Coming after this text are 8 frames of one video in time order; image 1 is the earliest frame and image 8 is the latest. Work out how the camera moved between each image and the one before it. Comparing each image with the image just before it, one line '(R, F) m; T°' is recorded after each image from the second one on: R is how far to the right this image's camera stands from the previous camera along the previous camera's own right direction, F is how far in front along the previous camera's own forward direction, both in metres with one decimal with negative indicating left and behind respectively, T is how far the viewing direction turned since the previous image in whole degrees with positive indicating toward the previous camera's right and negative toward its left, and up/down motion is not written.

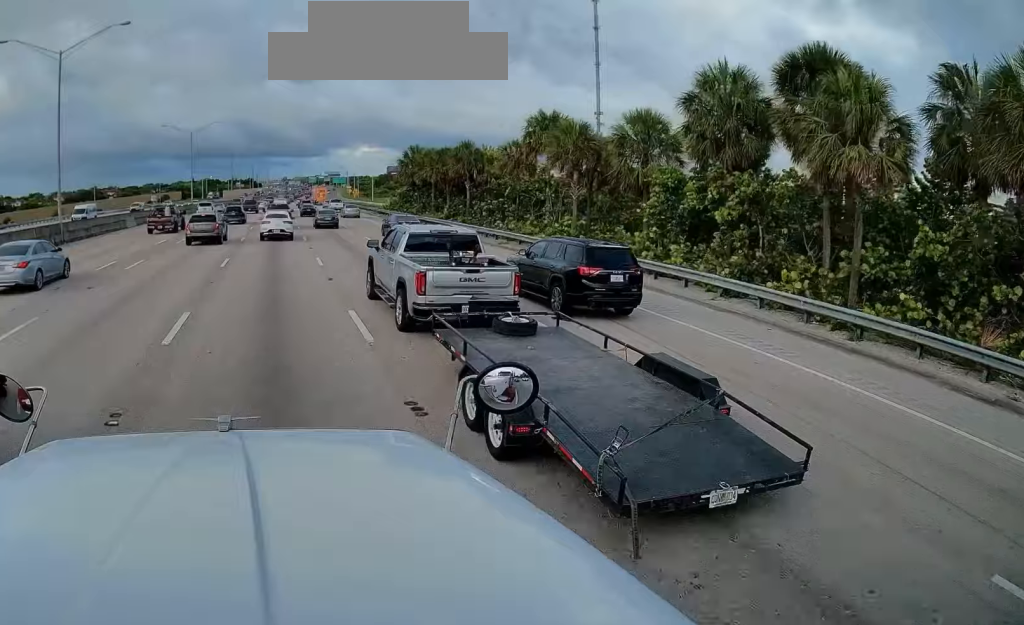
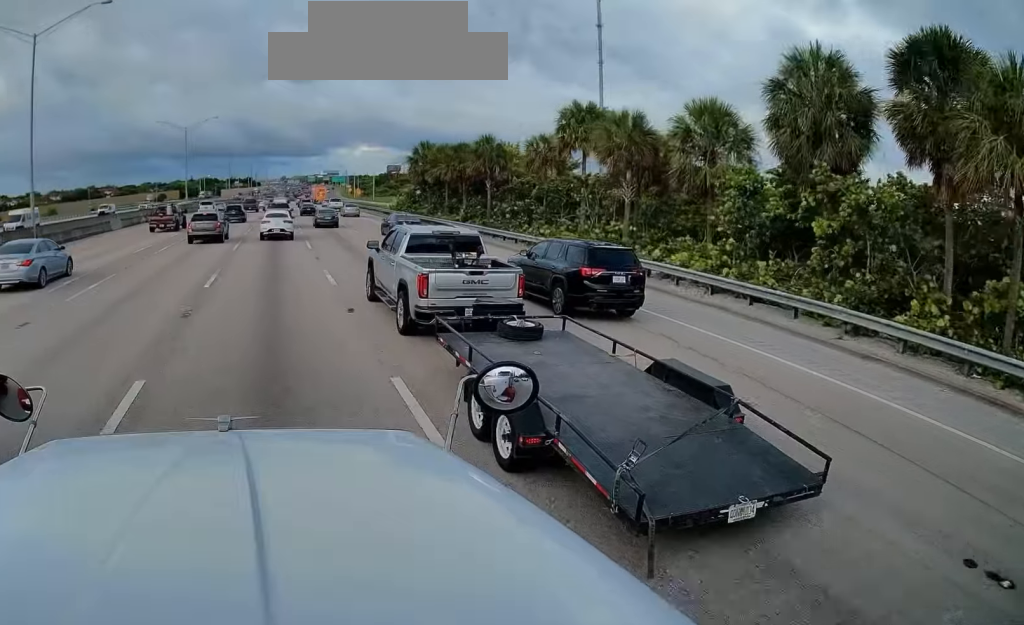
(-0.2, +5.2) m; 0°
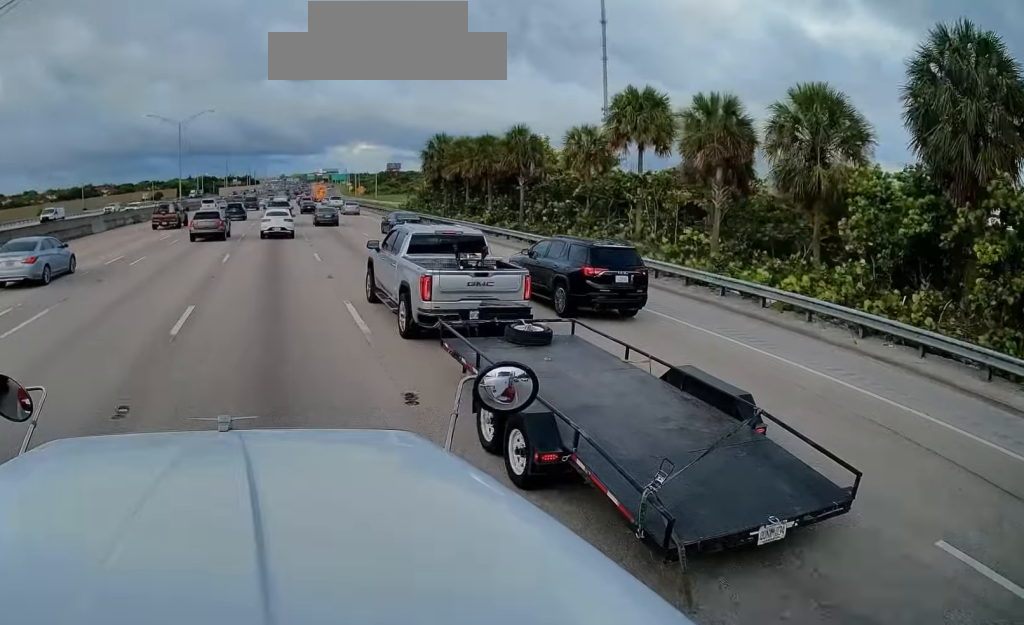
(+0.1, +6.3) m; 0°
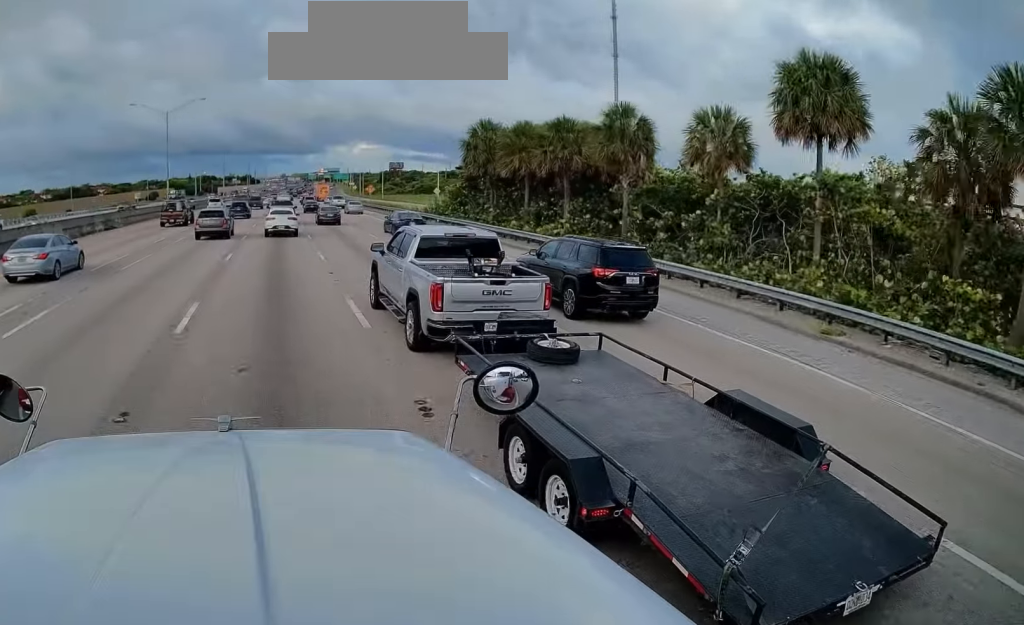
(-0.1, +12.2) m; -1°
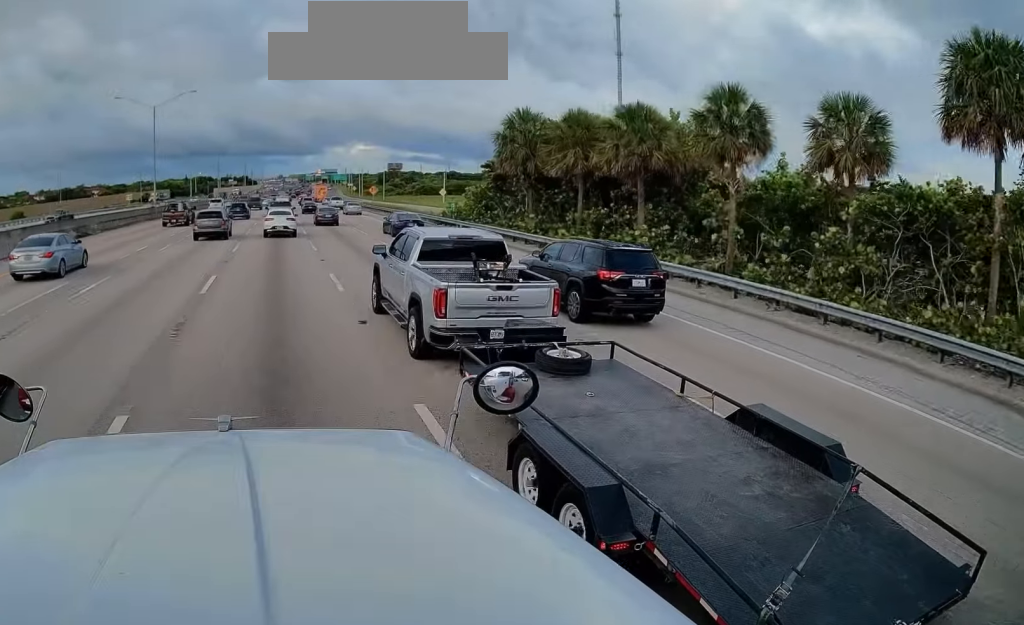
(-0.1, +7.2) m; -1°
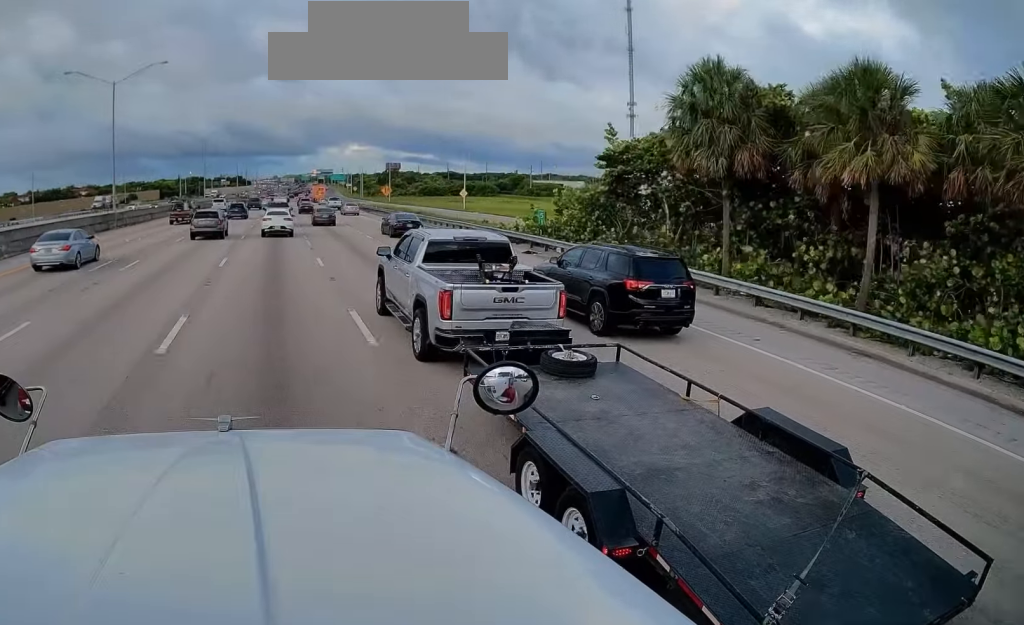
(0.0, +18.1) m; 0°
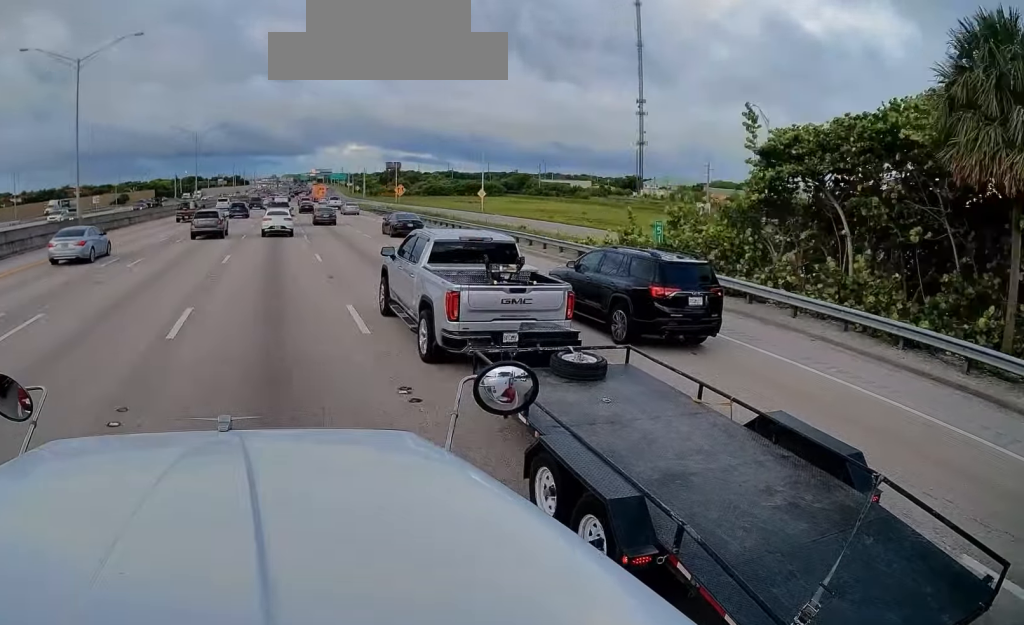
(0.0, +11.1) m; 0°
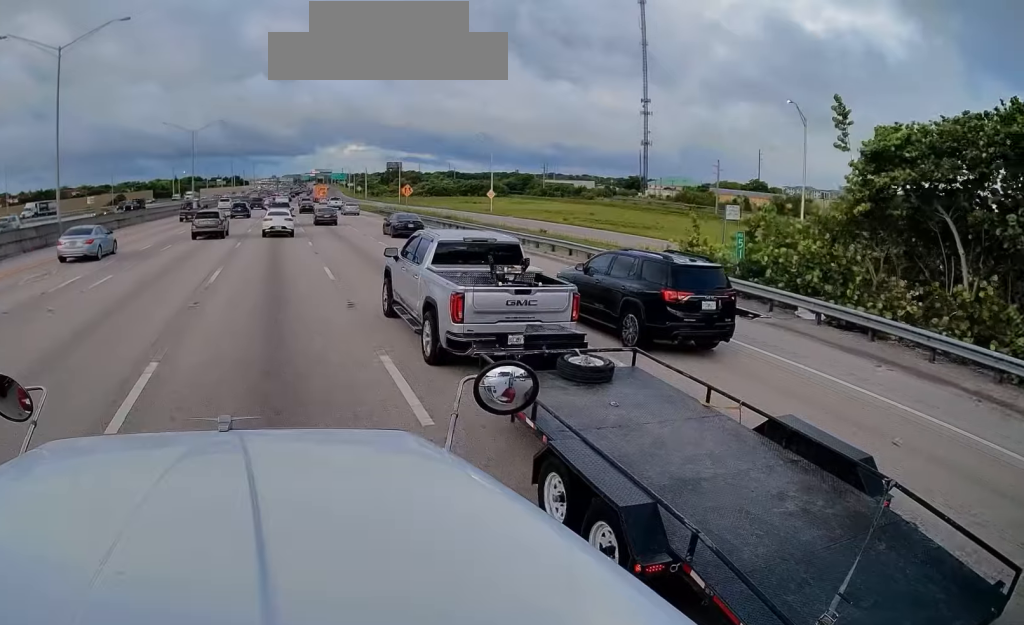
(0.0, +4.7) m; 0°
